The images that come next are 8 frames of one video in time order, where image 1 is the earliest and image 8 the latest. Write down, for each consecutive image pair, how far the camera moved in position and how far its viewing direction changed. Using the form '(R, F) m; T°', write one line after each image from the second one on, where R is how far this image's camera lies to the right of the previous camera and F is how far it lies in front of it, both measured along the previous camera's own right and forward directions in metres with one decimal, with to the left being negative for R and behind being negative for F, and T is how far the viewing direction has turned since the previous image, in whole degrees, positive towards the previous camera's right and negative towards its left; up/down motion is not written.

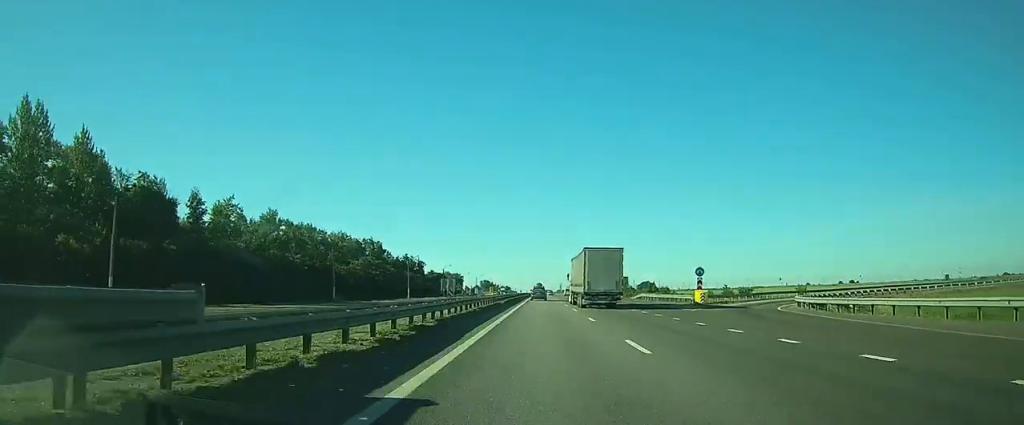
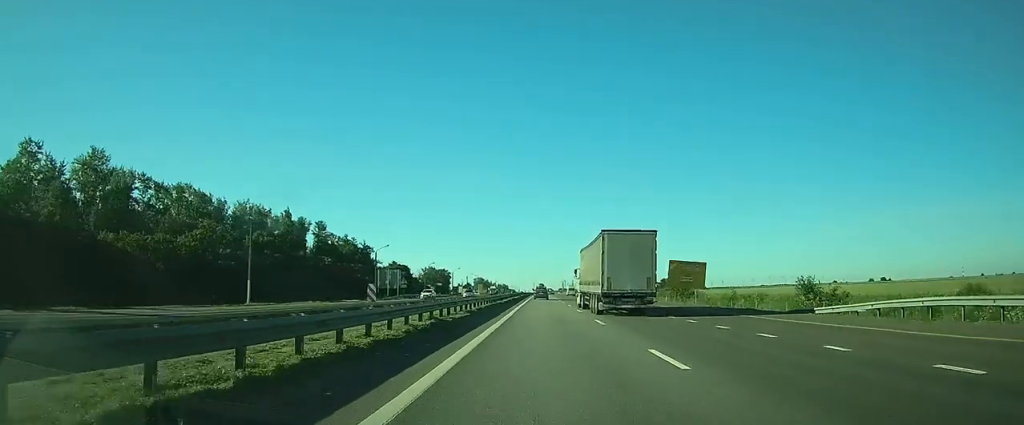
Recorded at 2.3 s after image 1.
(+0.2, +62.0) m; 0°
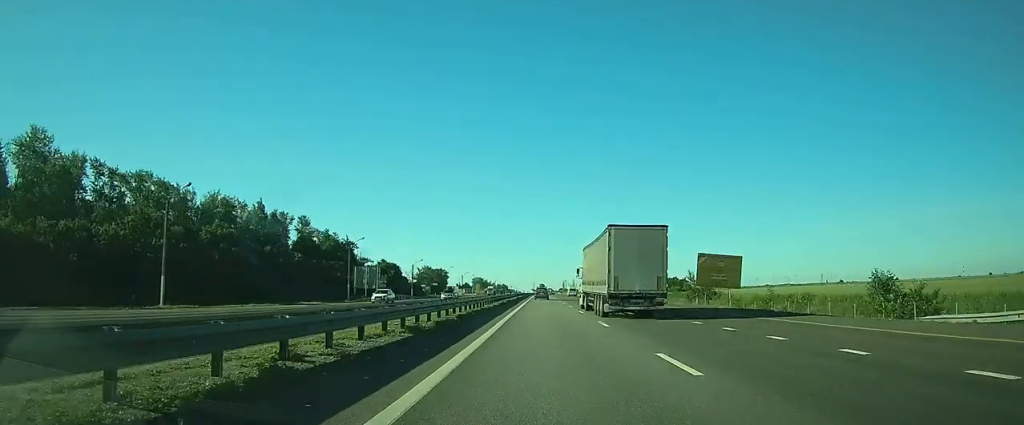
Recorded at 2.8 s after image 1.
(0.0, +12.7) m; 0°
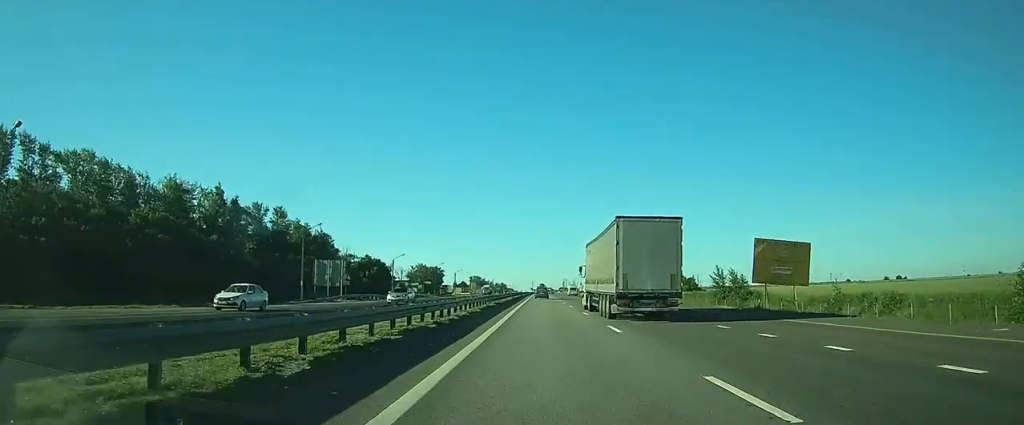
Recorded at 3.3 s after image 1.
(0.0, +15.4) m; 0°
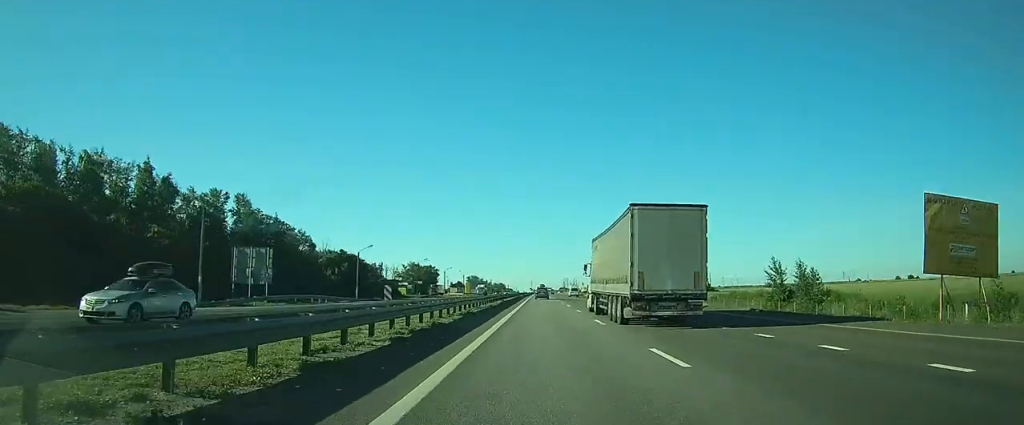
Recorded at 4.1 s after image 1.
(0.0, +19.9) m; 0°
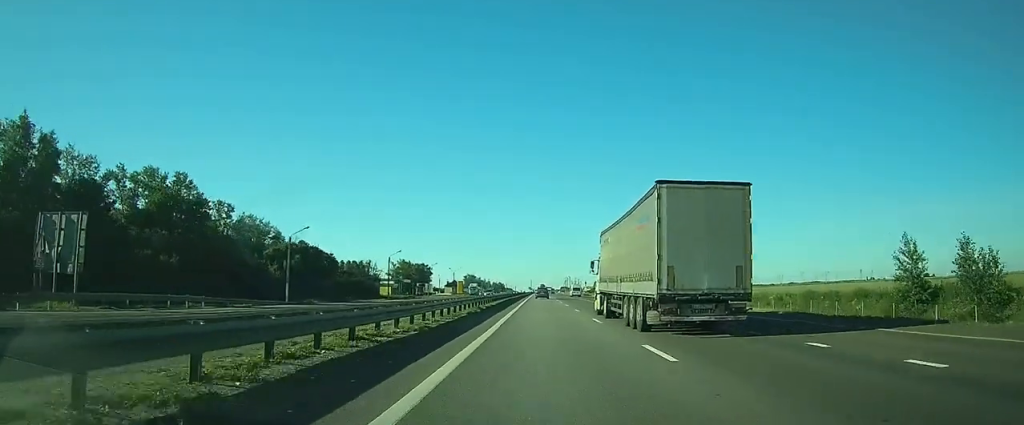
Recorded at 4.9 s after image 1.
(0.0, +23.5) m; 0°
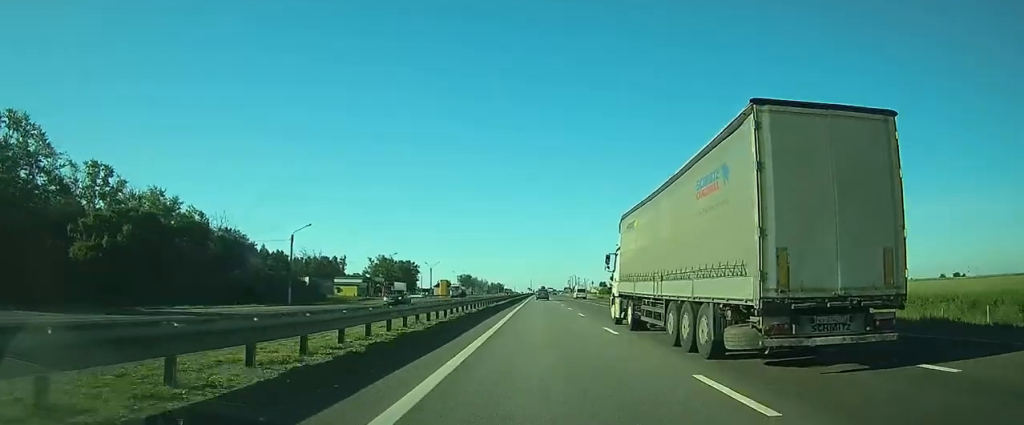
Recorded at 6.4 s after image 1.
(+0.1, +40.6) m; 0°
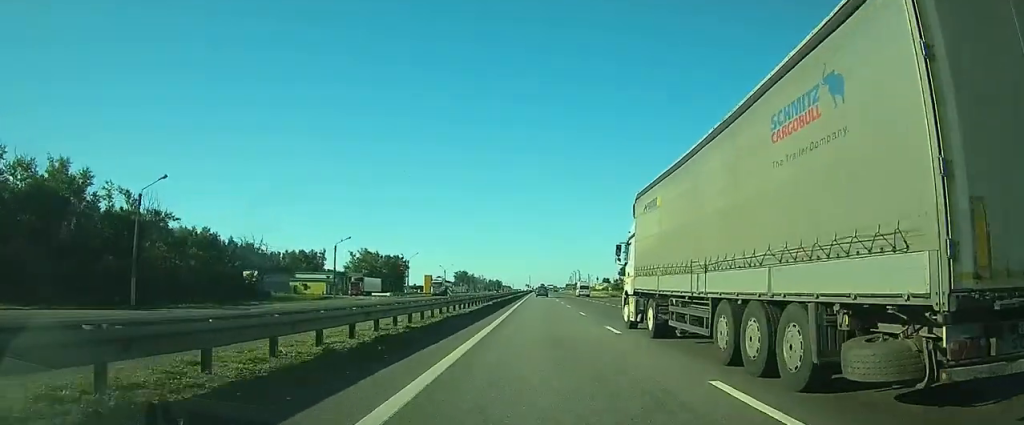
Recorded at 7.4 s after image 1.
(0.0, +25.2) m; 0°
